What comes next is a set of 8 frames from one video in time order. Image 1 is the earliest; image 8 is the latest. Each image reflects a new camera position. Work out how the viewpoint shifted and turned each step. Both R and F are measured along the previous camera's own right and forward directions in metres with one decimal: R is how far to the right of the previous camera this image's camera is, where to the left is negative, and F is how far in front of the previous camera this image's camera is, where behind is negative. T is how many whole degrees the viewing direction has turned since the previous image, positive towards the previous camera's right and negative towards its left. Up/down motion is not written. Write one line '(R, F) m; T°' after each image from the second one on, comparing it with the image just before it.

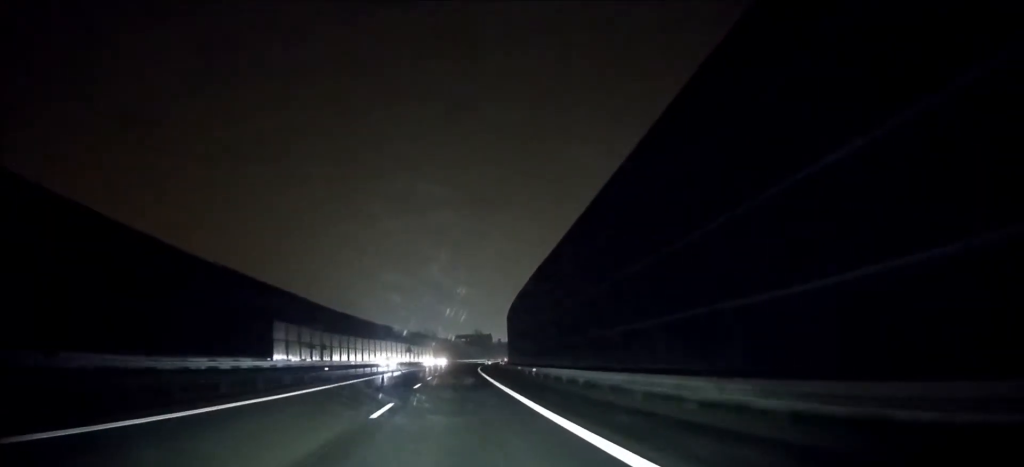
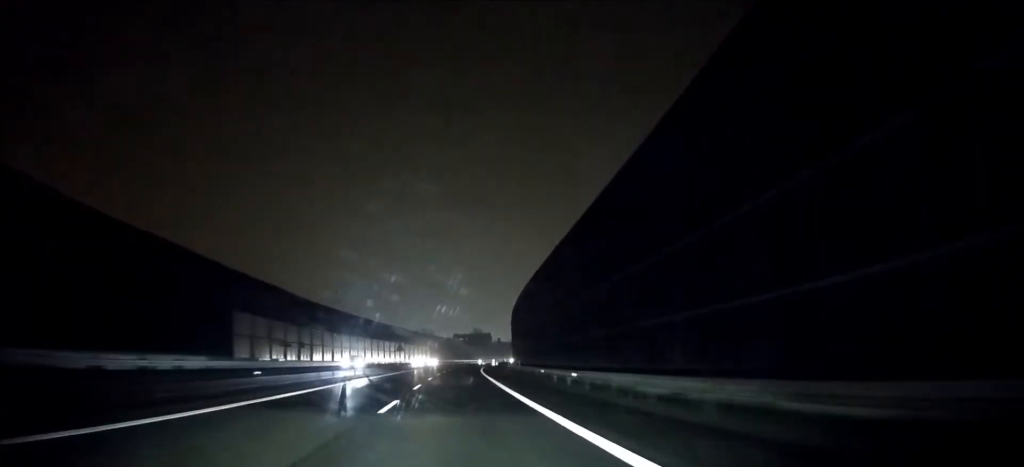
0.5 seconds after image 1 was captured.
(0.0, +13.1) m; 0°
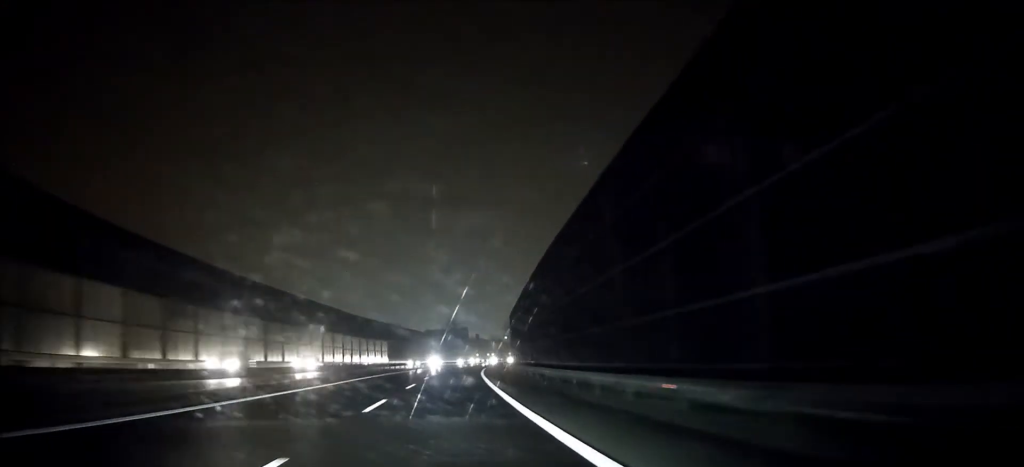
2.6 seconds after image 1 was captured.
(+0.6, +59.9) m; +2°
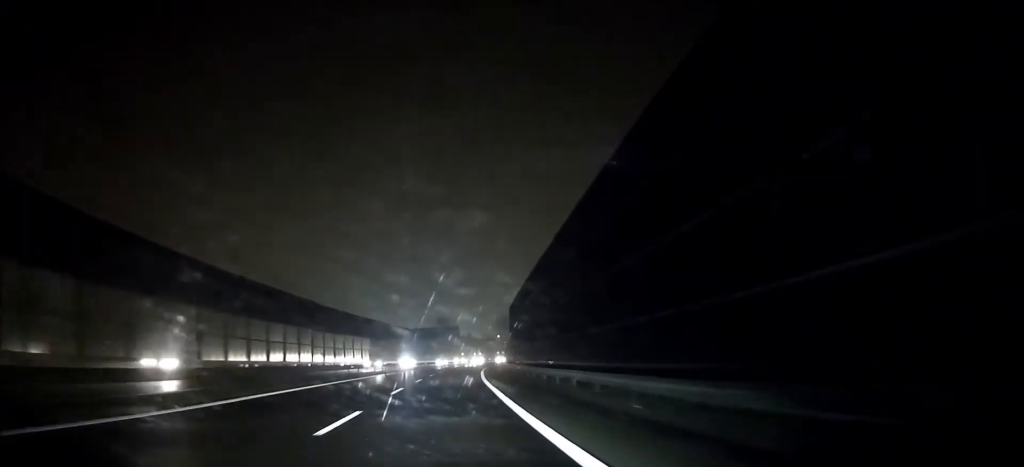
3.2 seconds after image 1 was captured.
(+0.1, +16.8) m; +1°
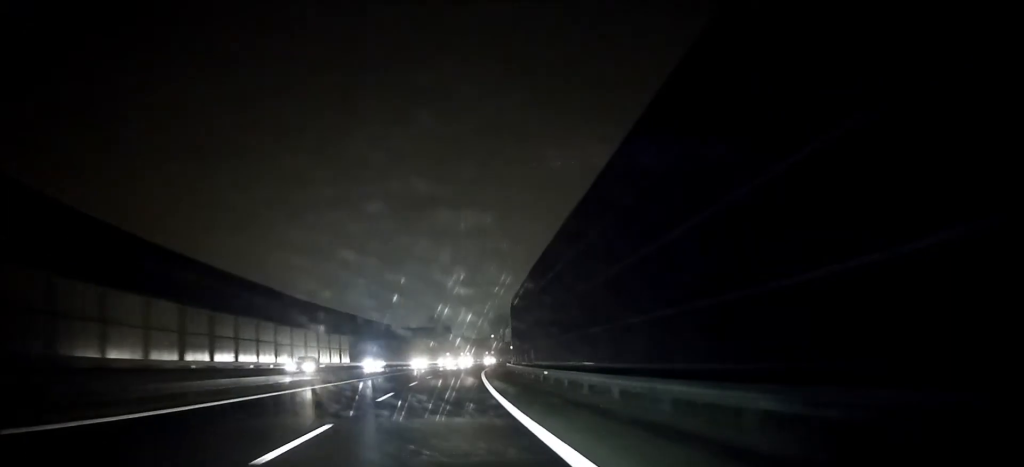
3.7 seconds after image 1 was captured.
(+0.1, +14.9) m; +1°
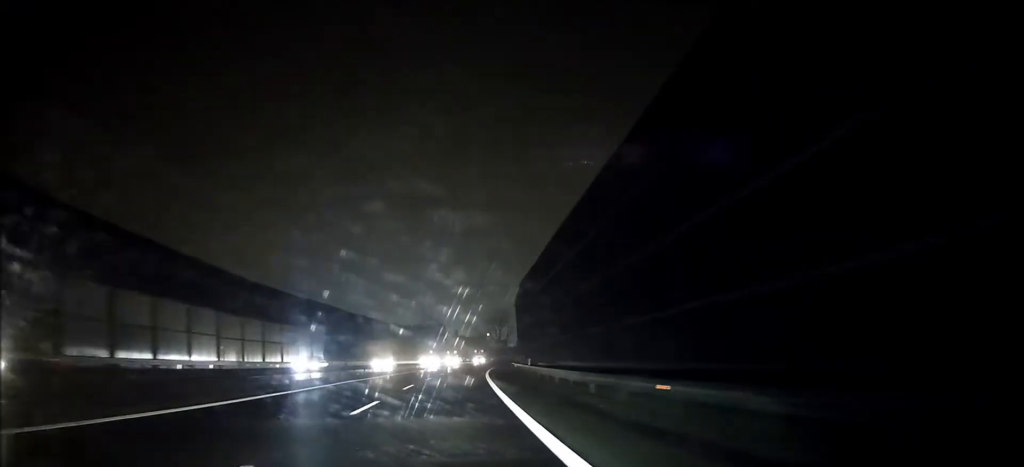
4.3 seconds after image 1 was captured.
(+0.1, +16.7) m; +1°
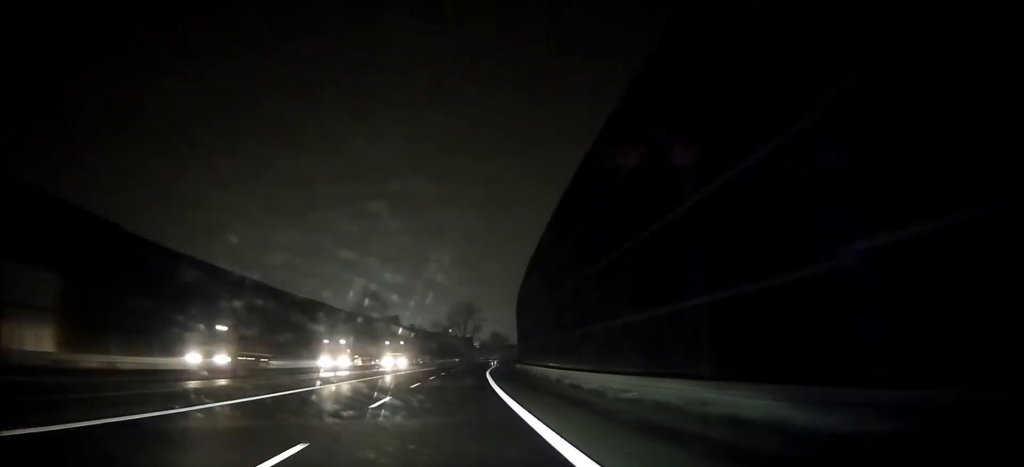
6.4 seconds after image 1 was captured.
(+1.5, +57.6) m; +3°
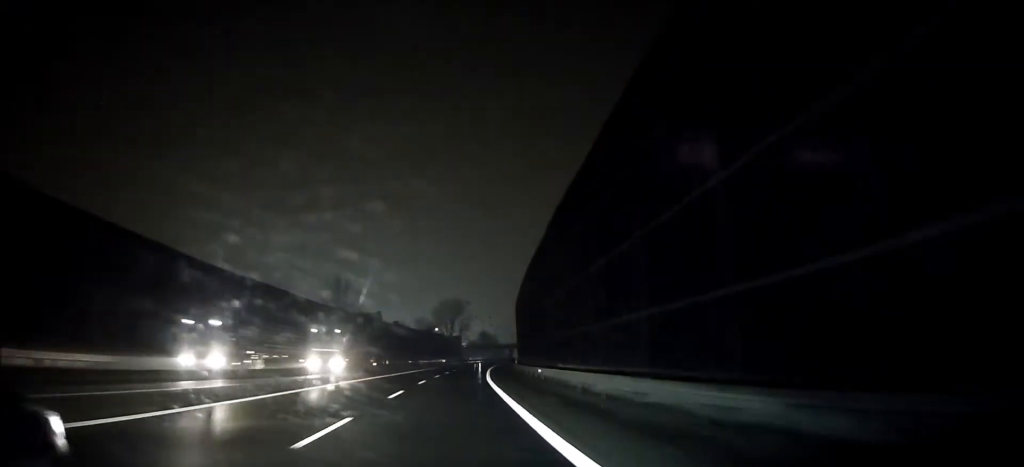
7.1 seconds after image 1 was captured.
(+0.2, +19.6) m; +1°
